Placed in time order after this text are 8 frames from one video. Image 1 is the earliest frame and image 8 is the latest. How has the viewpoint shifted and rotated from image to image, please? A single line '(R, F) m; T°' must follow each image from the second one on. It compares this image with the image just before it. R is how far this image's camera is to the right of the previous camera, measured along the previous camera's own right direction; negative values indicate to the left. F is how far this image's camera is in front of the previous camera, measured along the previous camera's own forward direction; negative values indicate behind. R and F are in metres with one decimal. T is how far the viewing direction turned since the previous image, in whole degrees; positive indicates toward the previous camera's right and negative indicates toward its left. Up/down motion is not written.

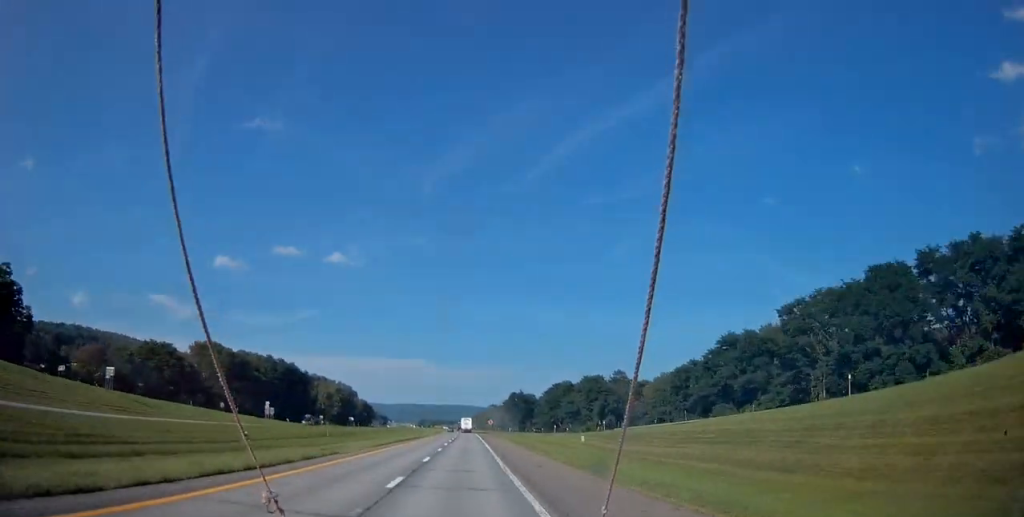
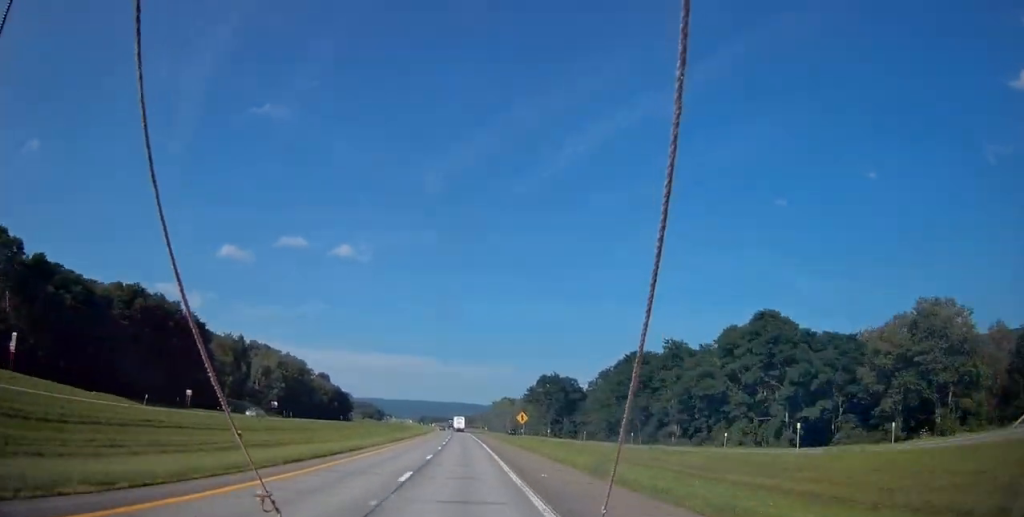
(-0.2, +94.6) m; -1°
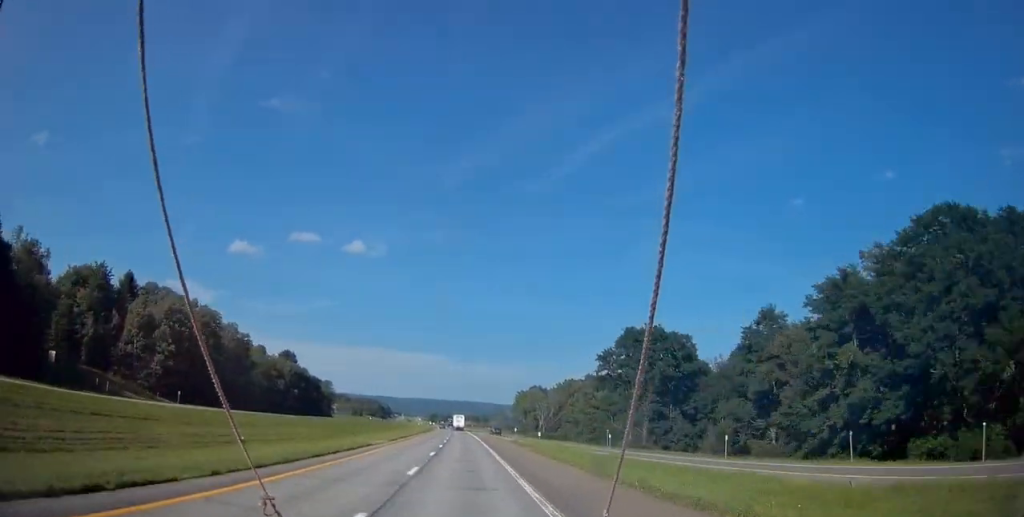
(-0.3, +82.8) m; -1°
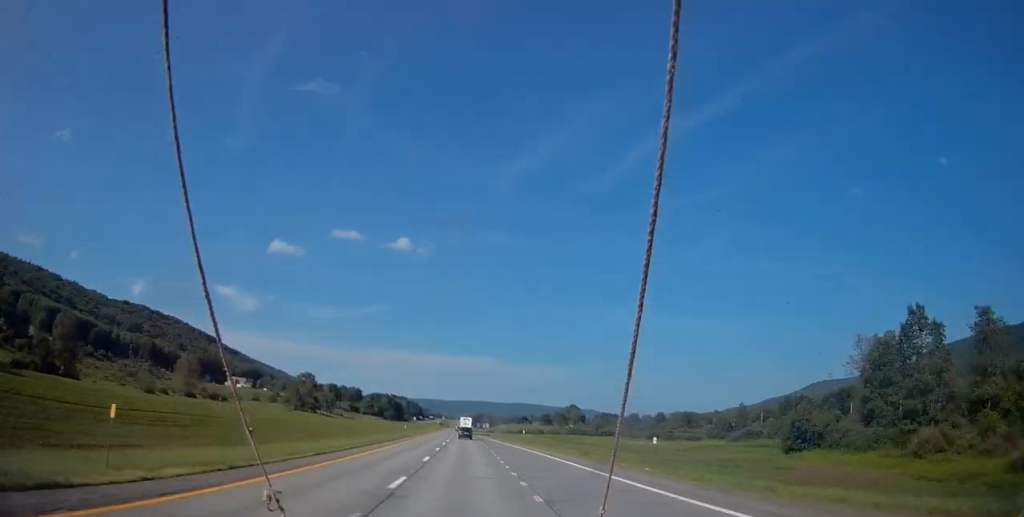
(-11.1, +282.2) m; -4°
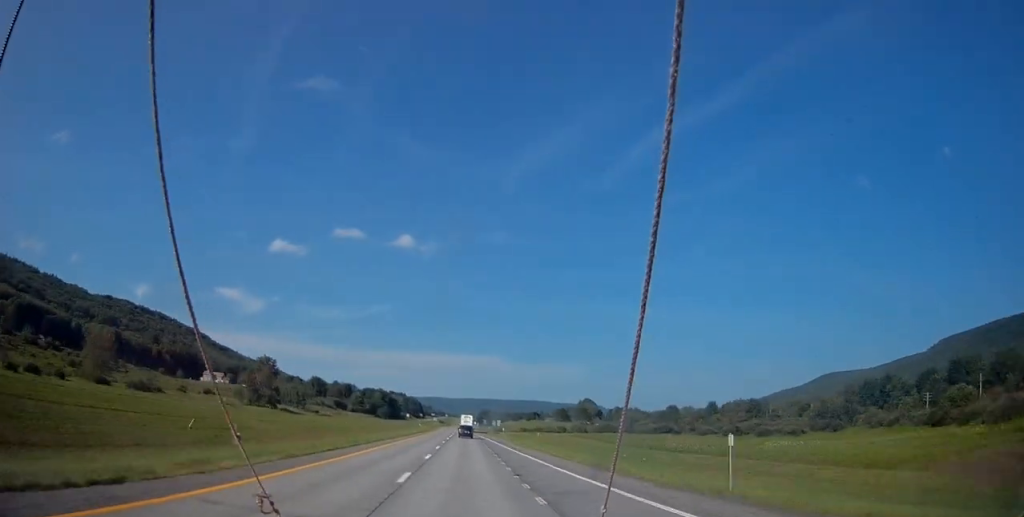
(-0.3, +58.9) m; -1°
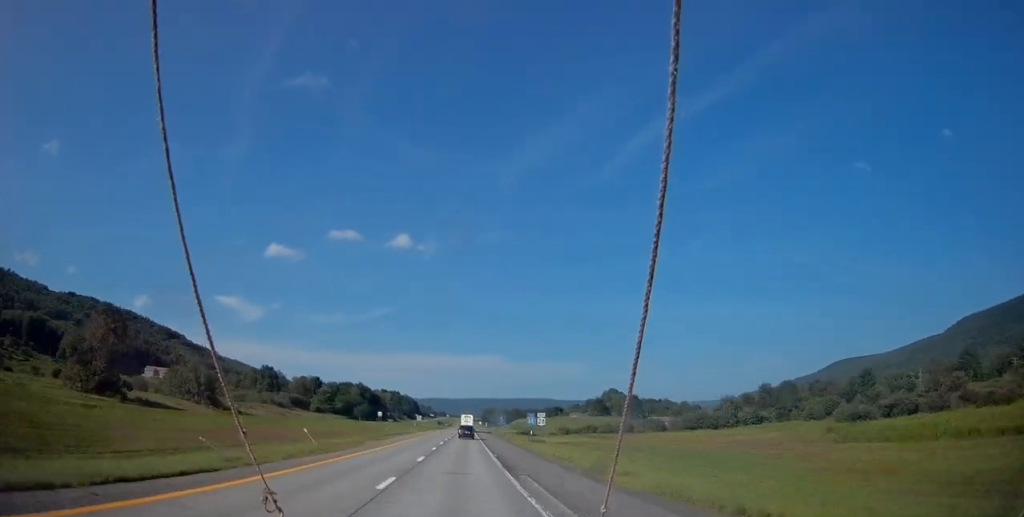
(-0.6, +98.1) m; 0°
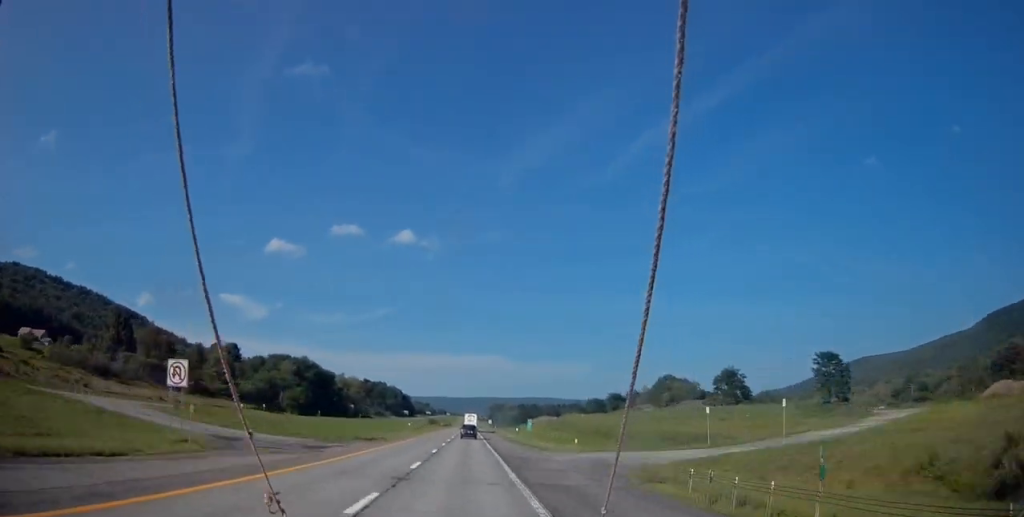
(-0.2, +137.4) m; 0°
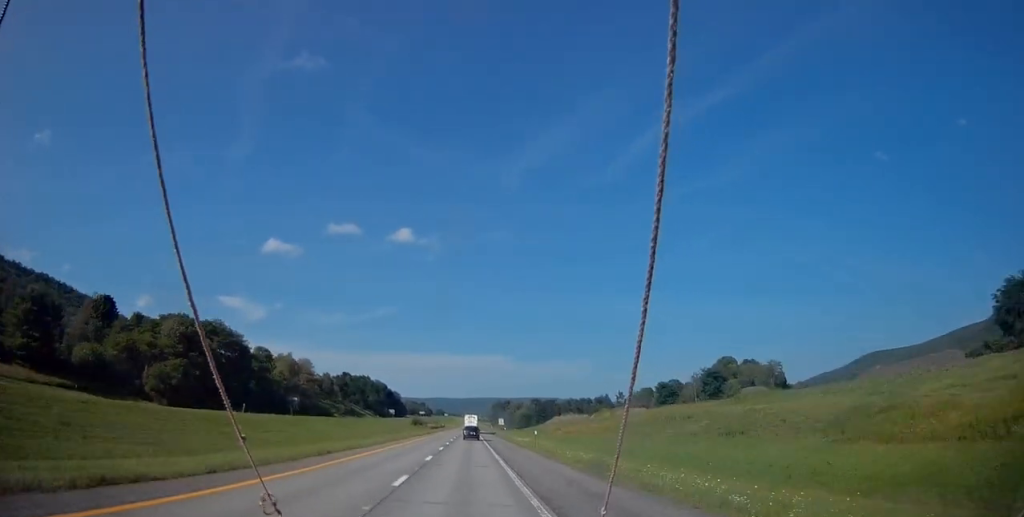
(-0.3, +89.9) m; 0°
